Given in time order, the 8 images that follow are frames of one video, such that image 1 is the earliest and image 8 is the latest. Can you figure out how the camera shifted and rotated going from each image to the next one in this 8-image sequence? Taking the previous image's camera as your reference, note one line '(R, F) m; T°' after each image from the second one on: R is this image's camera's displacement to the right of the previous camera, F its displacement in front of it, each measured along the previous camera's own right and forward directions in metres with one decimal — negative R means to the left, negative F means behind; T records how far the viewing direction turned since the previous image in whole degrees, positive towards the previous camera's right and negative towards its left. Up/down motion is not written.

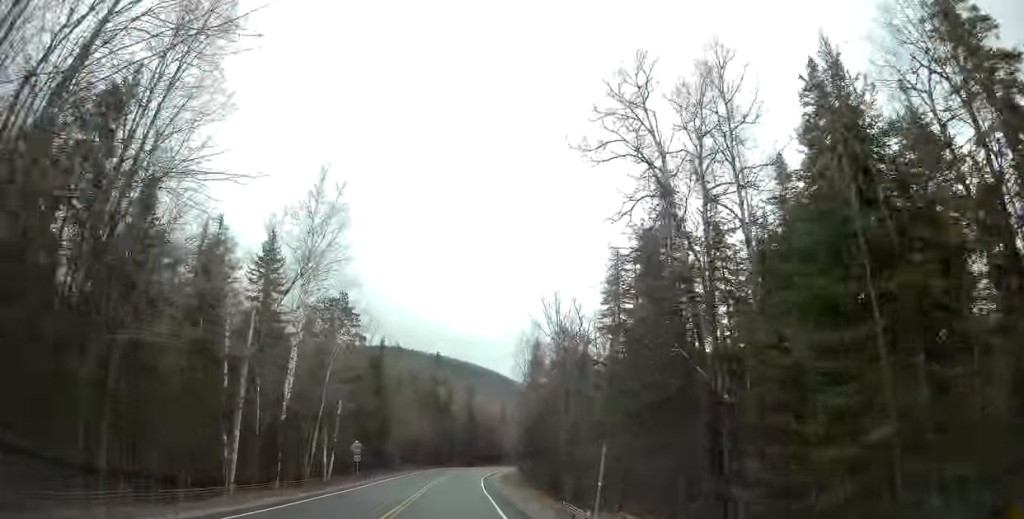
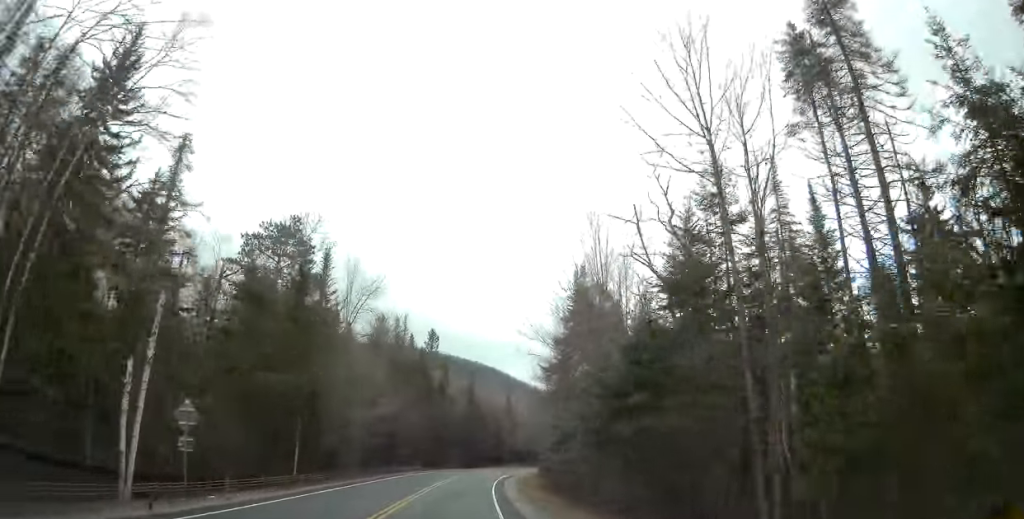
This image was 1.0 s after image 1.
(+0.4, +28.2) m; +1°
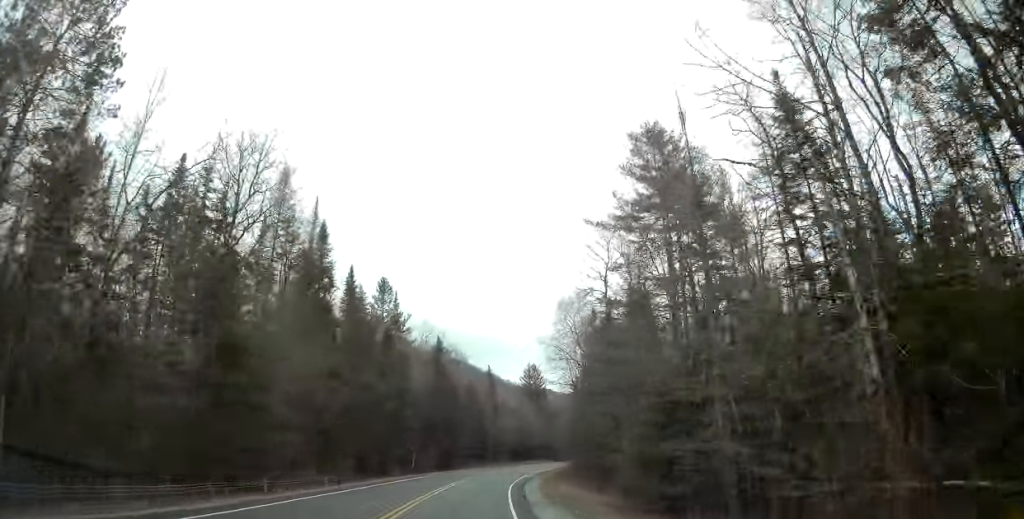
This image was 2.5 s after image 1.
(+0.1, +39.6) m; +1°
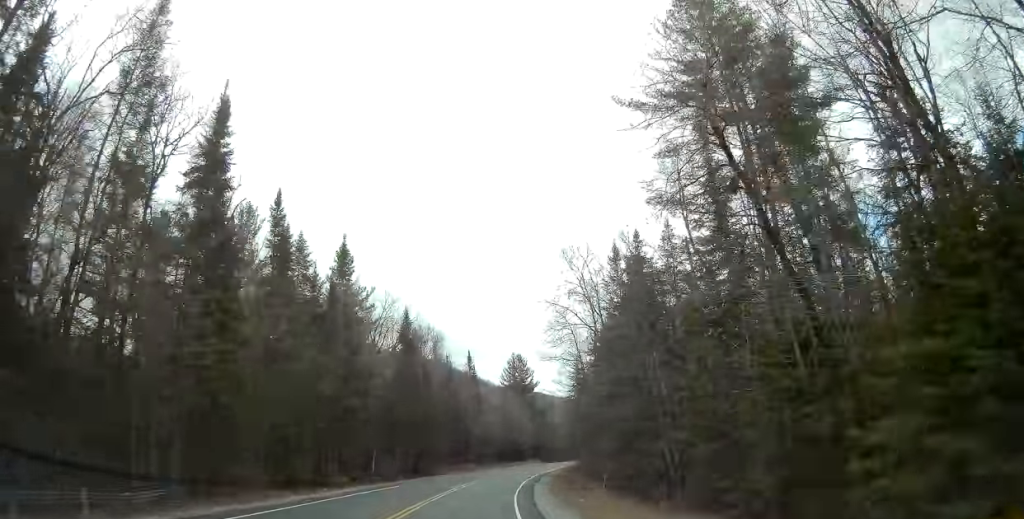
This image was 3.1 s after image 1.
(0.0, +17.1) m; +1°
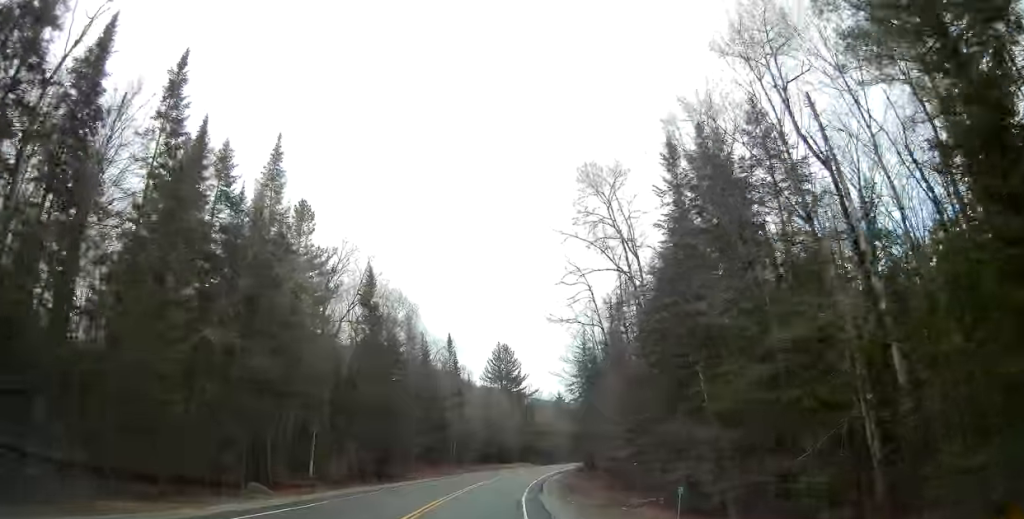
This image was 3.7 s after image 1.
(+0.3, +15.3) m; +2°
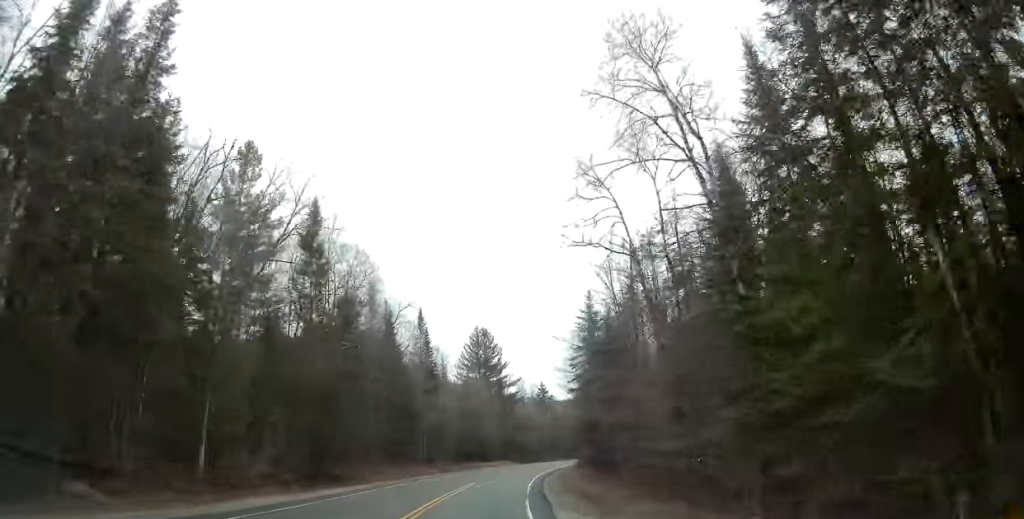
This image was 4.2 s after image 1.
(0.0, +13.5) m; +1°
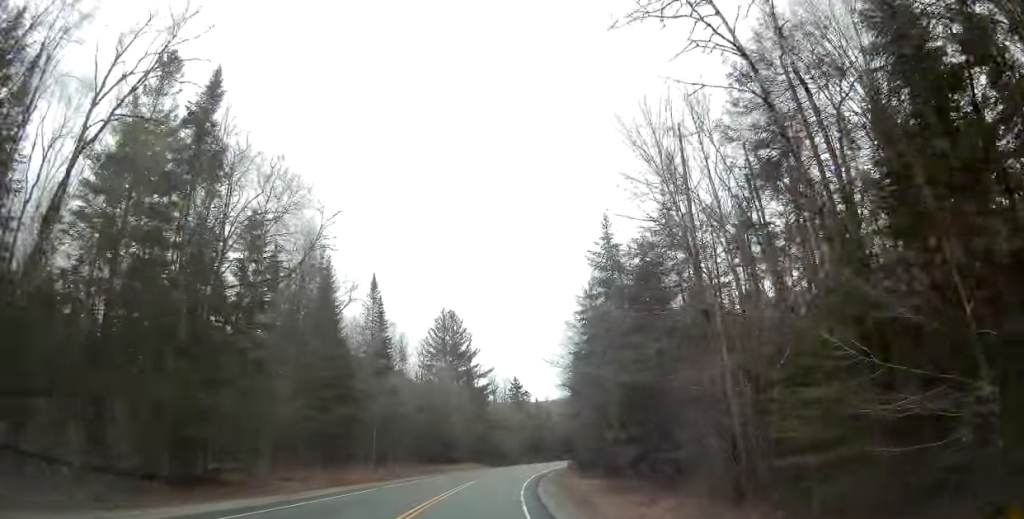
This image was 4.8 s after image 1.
(+0.5, +15.3) m; +2°
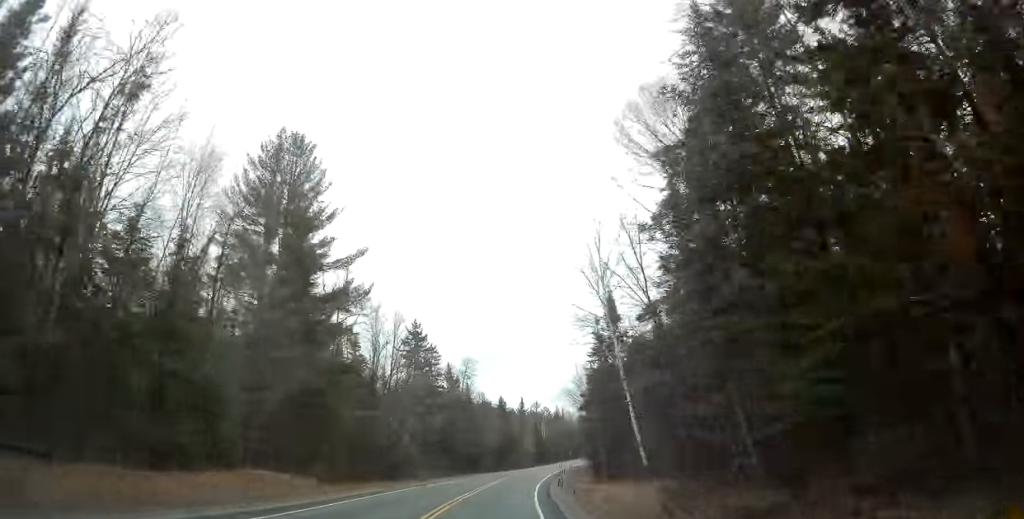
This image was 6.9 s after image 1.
(+4.8, +56.9) m; +11°
